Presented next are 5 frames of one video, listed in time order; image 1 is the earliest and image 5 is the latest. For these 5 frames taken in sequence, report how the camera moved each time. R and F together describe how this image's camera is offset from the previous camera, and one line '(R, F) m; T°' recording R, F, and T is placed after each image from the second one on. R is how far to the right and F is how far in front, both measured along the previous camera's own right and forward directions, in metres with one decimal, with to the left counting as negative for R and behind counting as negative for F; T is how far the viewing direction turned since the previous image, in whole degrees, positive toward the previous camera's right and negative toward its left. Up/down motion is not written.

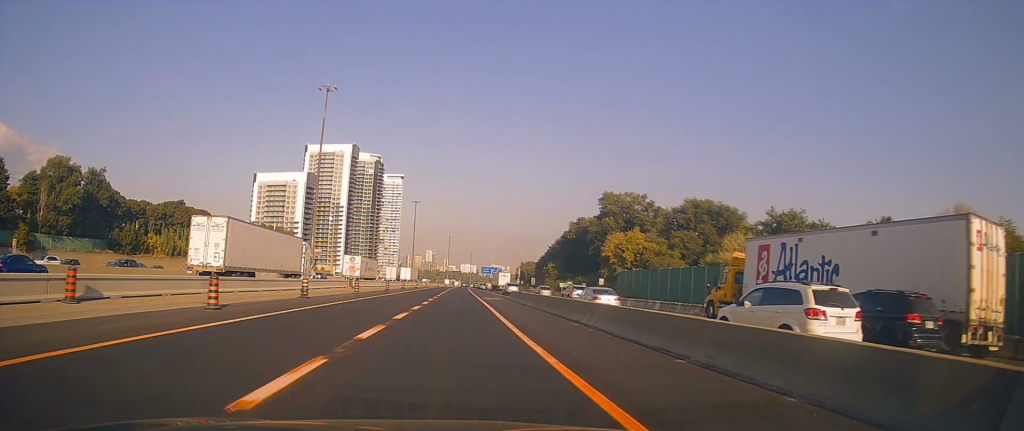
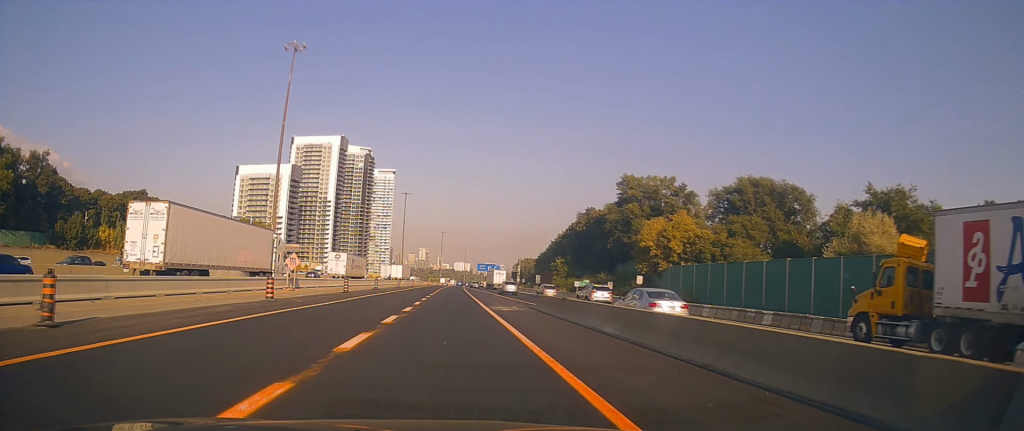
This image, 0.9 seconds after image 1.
(+0.4, +19.9) m; 0°
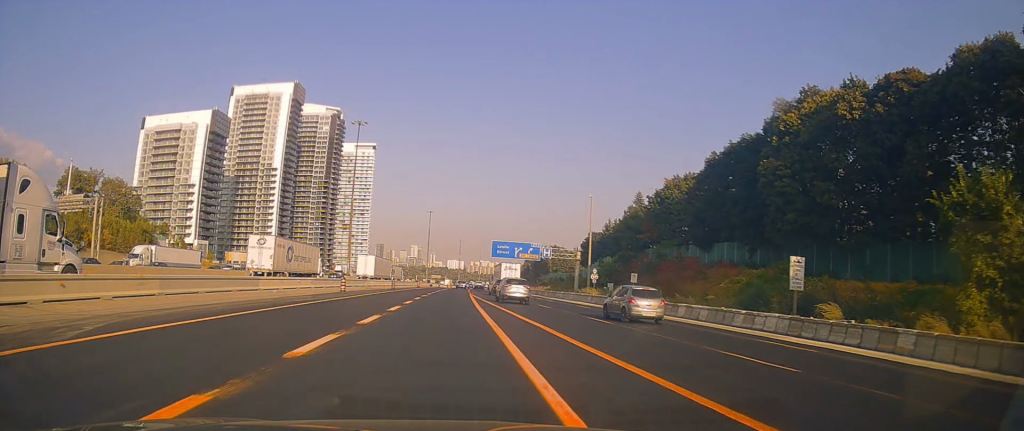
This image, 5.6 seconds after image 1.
(+1.1, +104.8) m; 0°
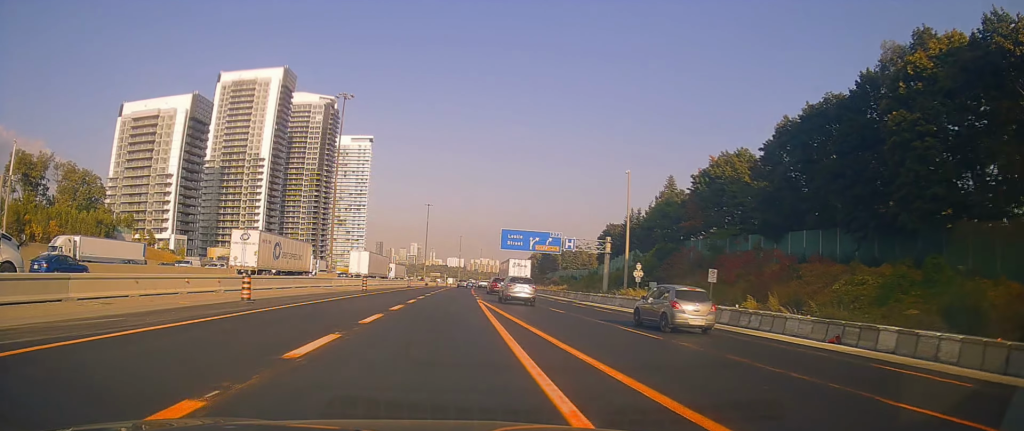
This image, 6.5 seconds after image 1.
(-0.1, +18.4) m; 0°
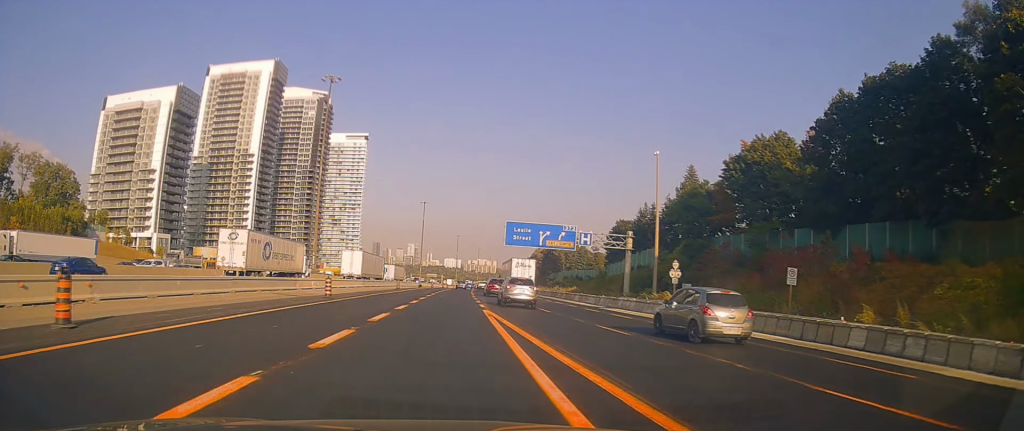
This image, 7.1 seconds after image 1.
(0.0, +10.8) m; +1°
